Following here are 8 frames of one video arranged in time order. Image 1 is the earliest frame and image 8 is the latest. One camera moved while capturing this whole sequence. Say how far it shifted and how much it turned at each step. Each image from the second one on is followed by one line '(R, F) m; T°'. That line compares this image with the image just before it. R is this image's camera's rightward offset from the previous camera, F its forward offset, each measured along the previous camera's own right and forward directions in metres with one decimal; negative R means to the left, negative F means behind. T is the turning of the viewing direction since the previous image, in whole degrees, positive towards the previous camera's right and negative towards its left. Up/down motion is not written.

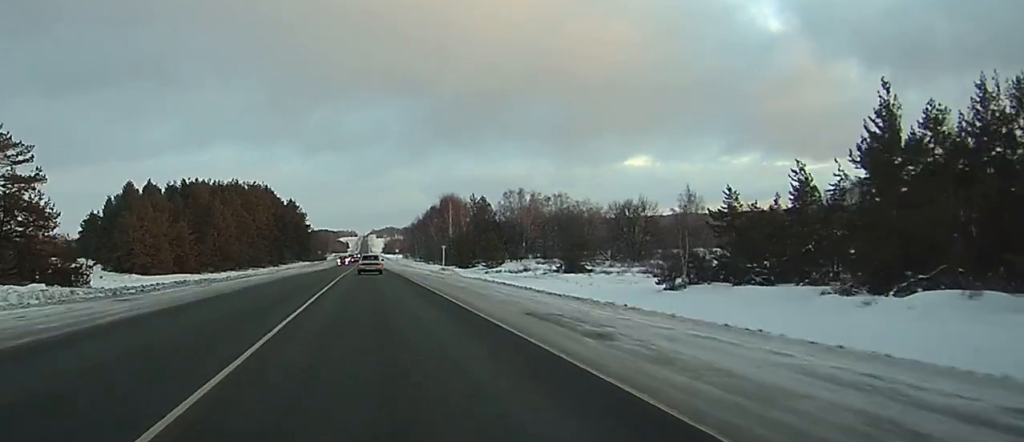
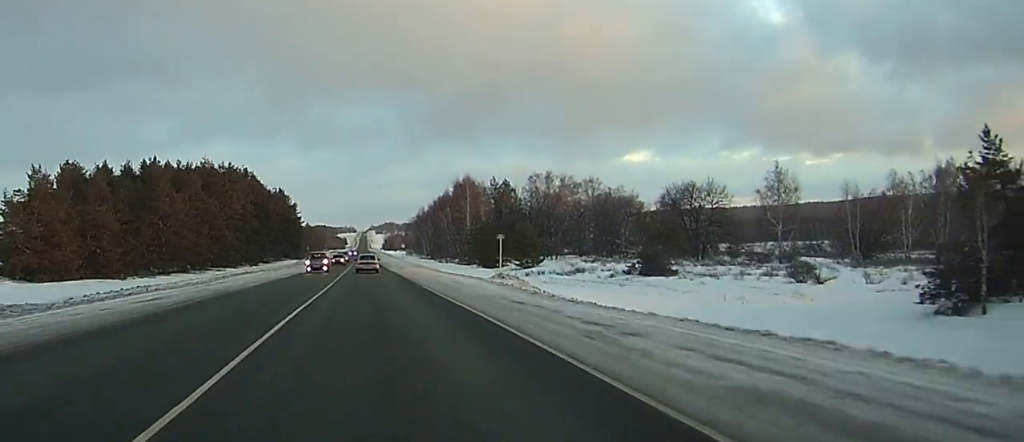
(0.0, +38.9) m; 0°
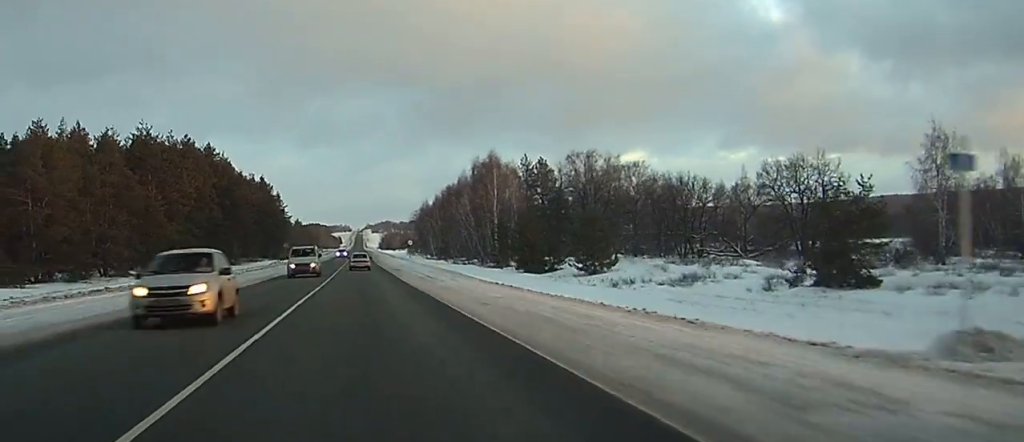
(+0.2, +41.8) m; 0°
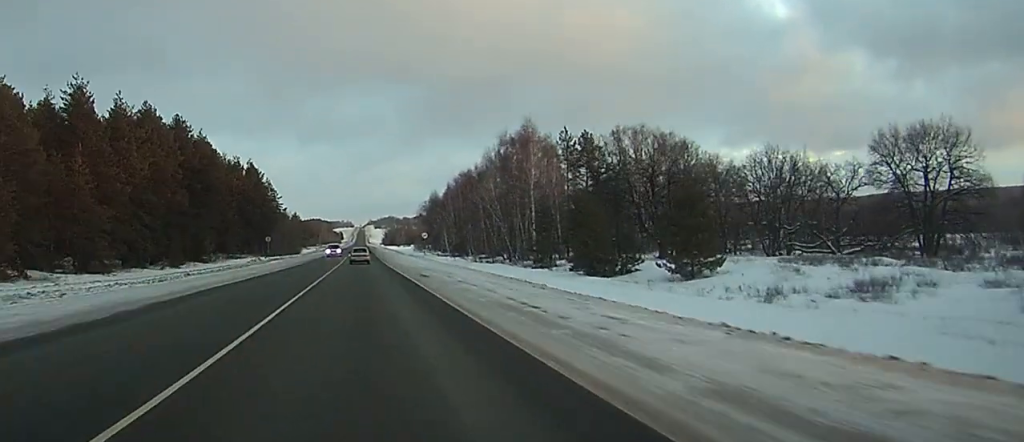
(-0.1, +28.2) m; 0°
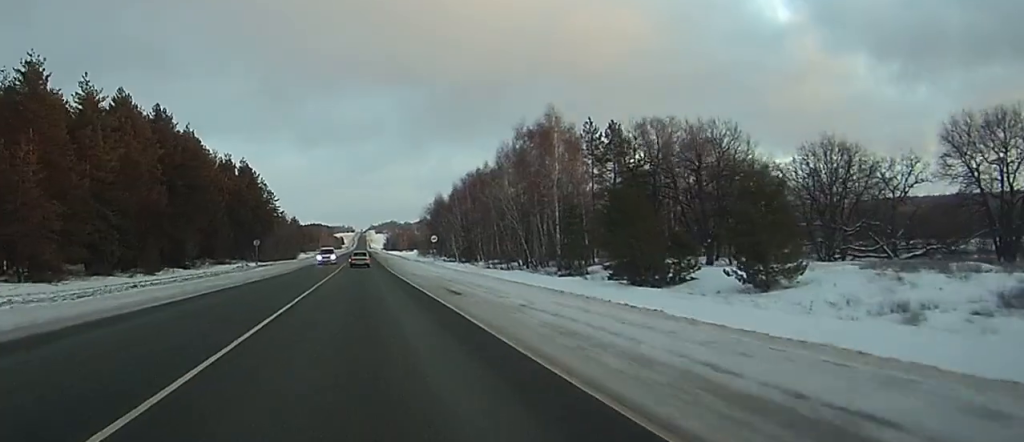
(-0.1, +12.8) m; 0°
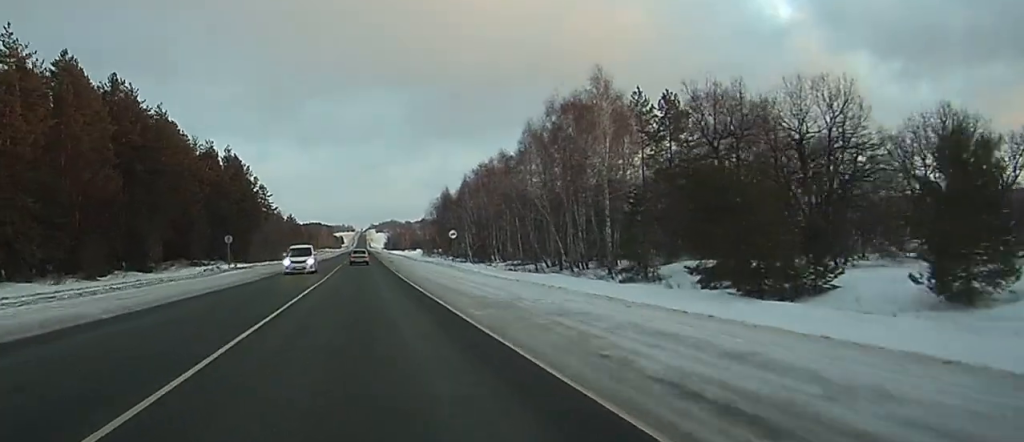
(0.0, +19.9) m; 0°
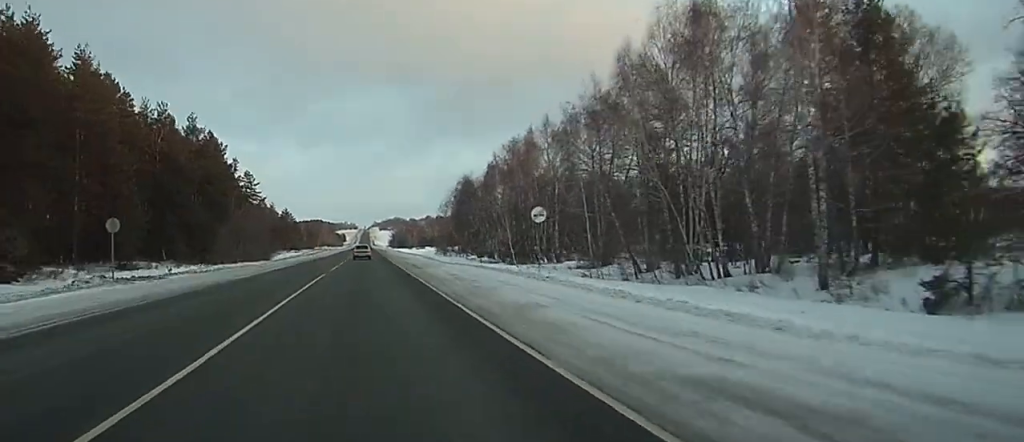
(+0.2, +36.2) m; +1°
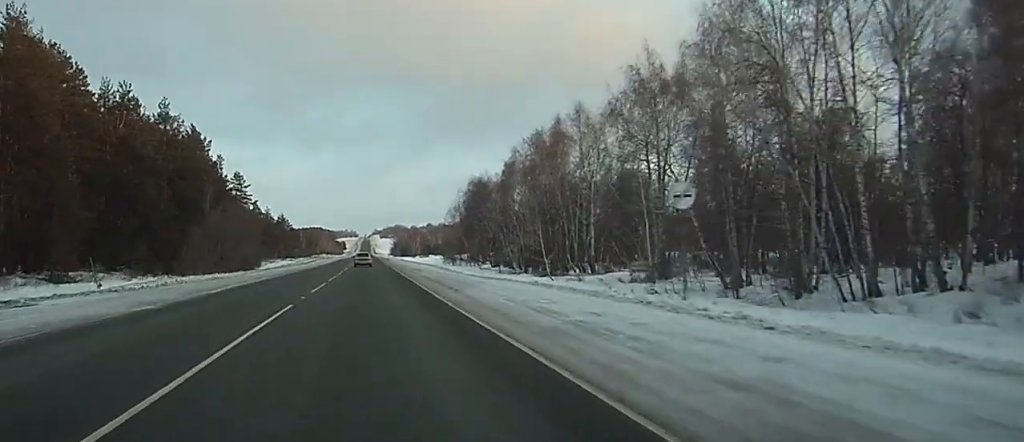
(+0.1, +18.3) m; 0°
